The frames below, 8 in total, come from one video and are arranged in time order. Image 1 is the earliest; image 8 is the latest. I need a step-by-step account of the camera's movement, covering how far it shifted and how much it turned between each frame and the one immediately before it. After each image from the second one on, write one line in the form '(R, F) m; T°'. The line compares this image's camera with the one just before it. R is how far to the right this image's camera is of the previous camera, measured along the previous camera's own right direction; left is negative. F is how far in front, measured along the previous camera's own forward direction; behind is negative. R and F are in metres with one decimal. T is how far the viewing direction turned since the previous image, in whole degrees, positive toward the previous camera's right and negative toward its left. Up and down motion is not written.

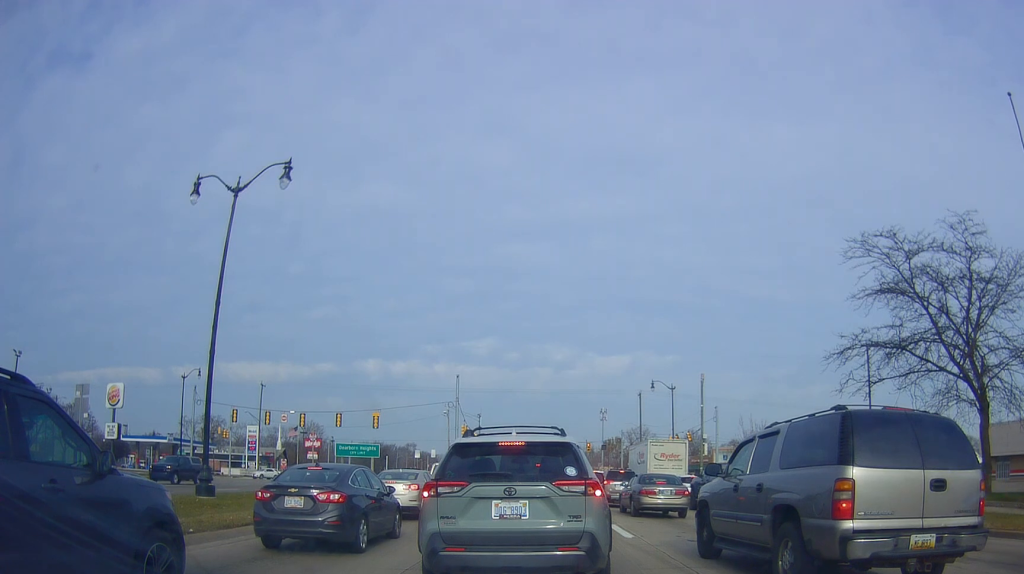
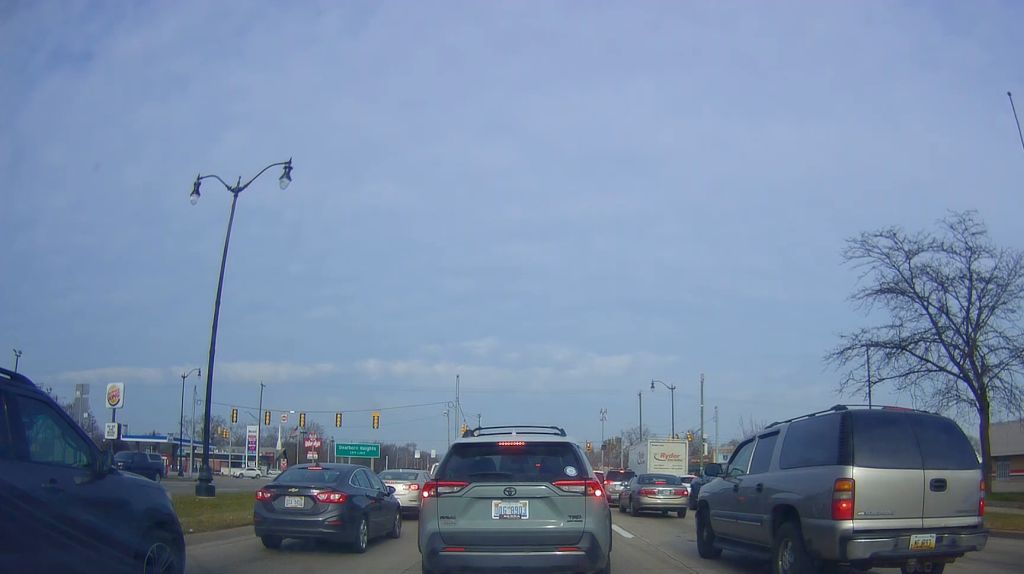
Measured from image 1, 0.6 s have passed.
(0.0, 0.0) m; 0°
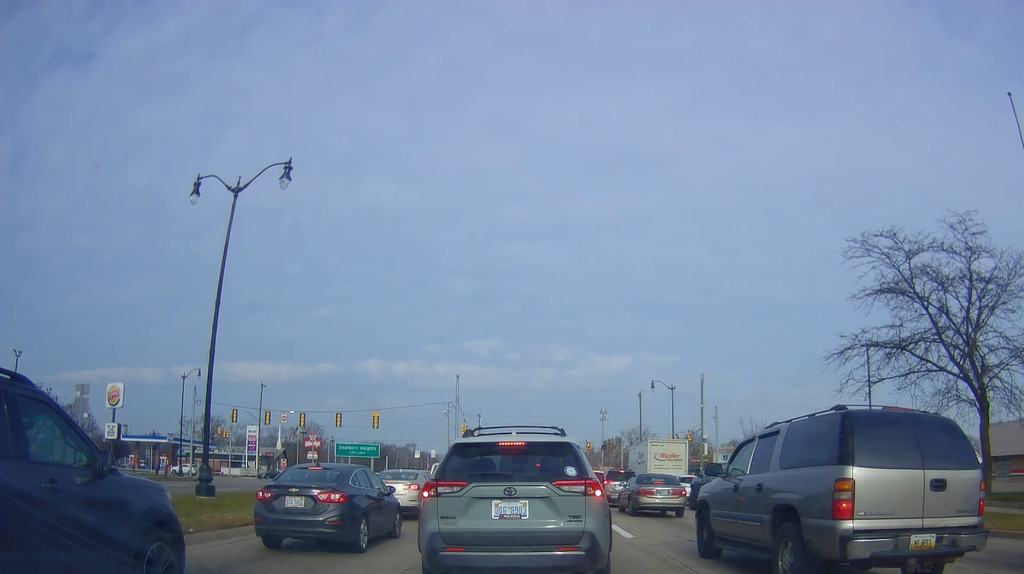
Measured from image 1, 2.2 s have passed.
(0.0, 0.0) m; 0°
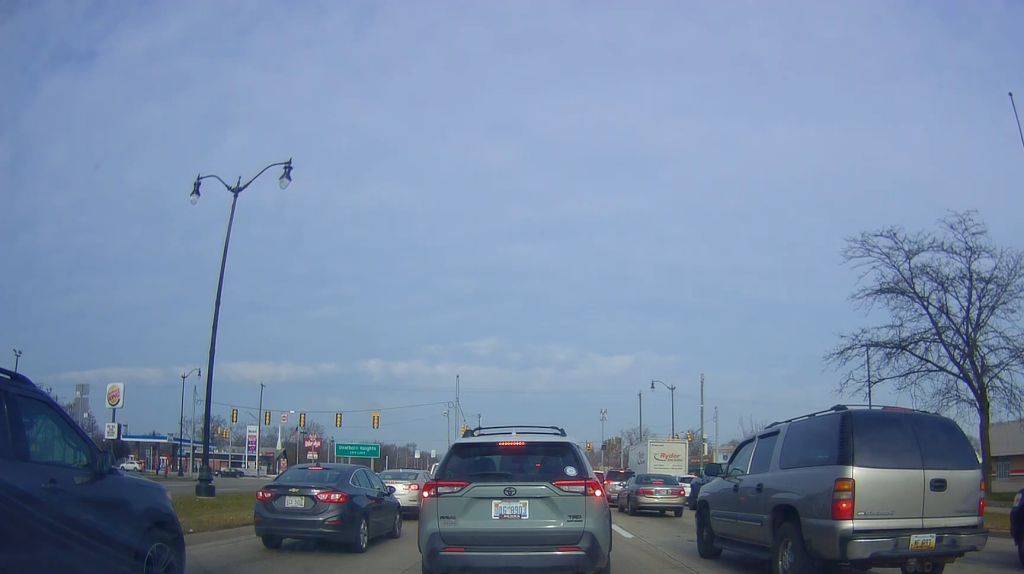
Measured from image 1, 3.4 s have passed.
(0.0, 0.0) m; 0°
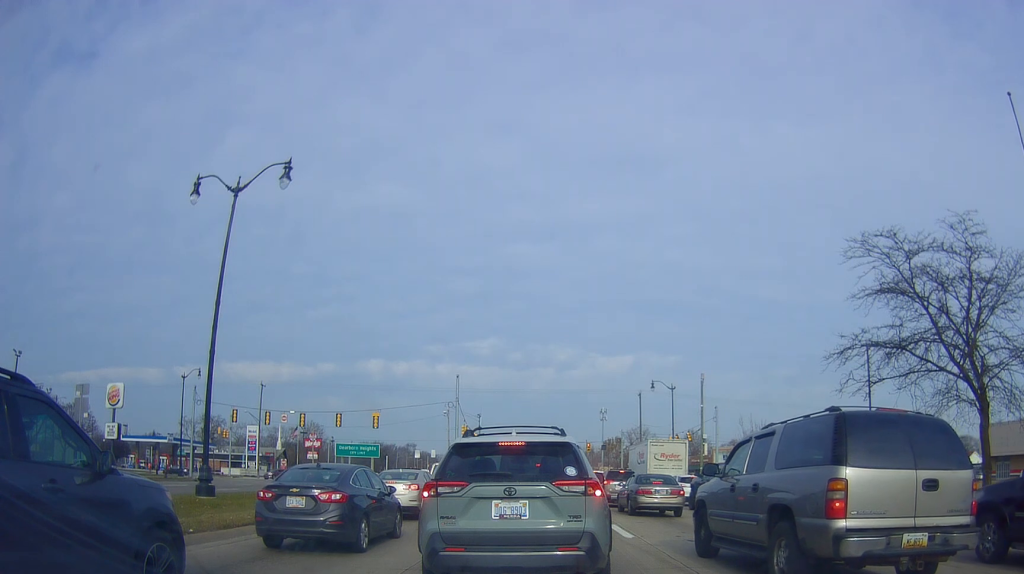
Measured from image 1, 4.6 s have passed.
(0.0, 0.0) m; 0°
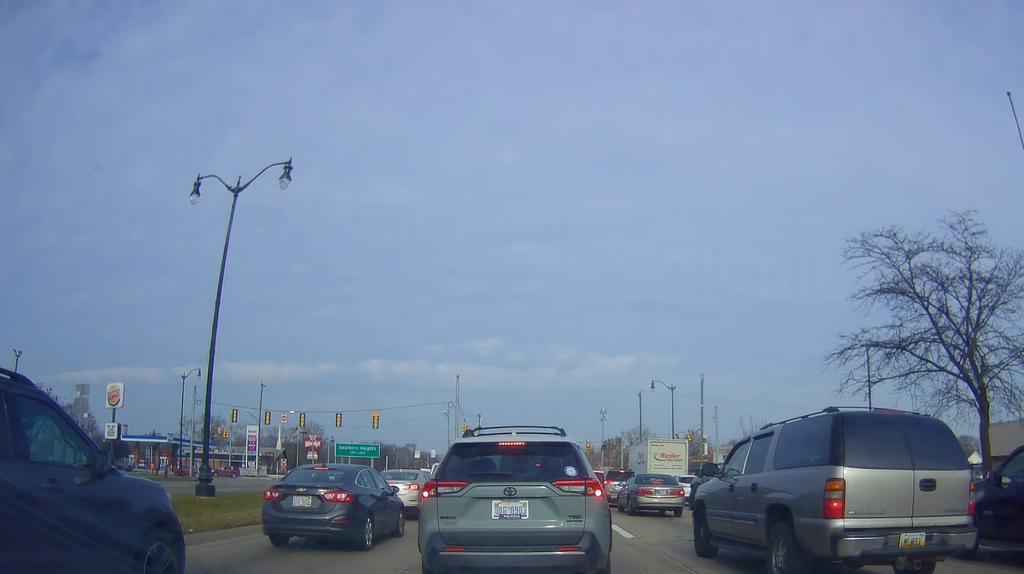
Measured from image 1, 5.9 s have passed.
(0.0, 0.0) m; 0°
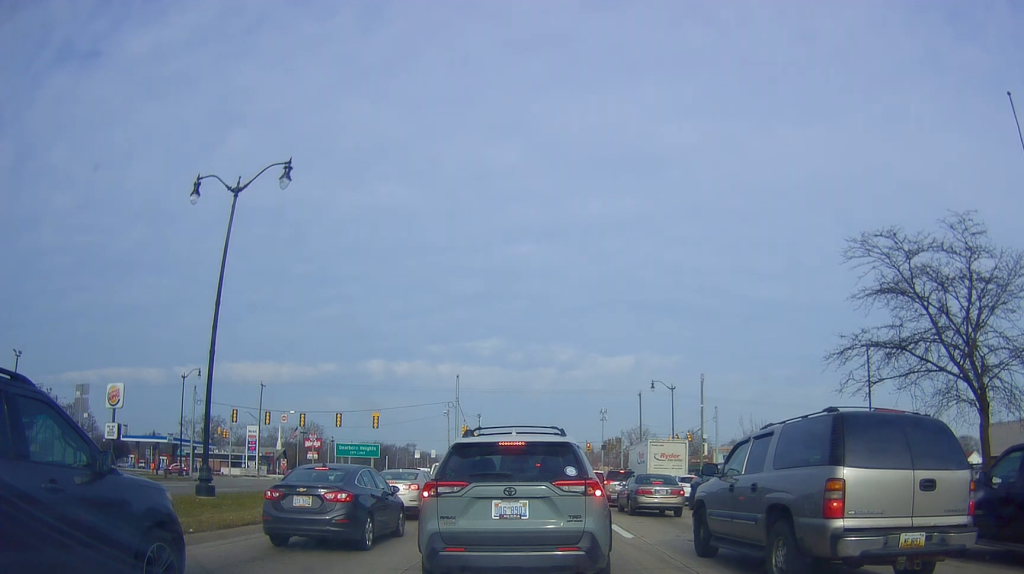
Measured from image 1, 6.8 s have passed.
(0.0, 0.0) m; 0°
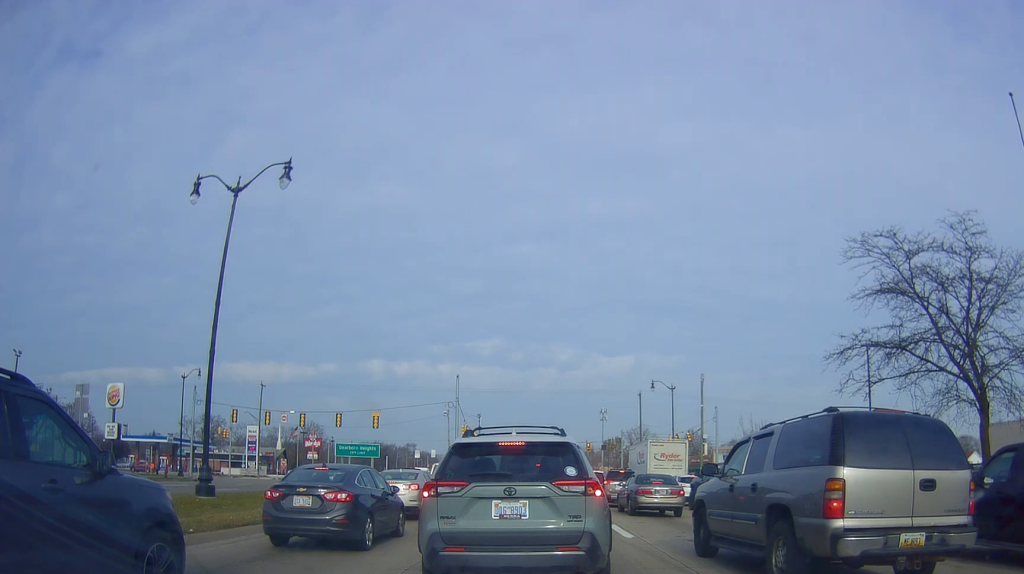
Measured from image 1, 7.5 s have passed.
(0.0, 0.0) m; 0°
